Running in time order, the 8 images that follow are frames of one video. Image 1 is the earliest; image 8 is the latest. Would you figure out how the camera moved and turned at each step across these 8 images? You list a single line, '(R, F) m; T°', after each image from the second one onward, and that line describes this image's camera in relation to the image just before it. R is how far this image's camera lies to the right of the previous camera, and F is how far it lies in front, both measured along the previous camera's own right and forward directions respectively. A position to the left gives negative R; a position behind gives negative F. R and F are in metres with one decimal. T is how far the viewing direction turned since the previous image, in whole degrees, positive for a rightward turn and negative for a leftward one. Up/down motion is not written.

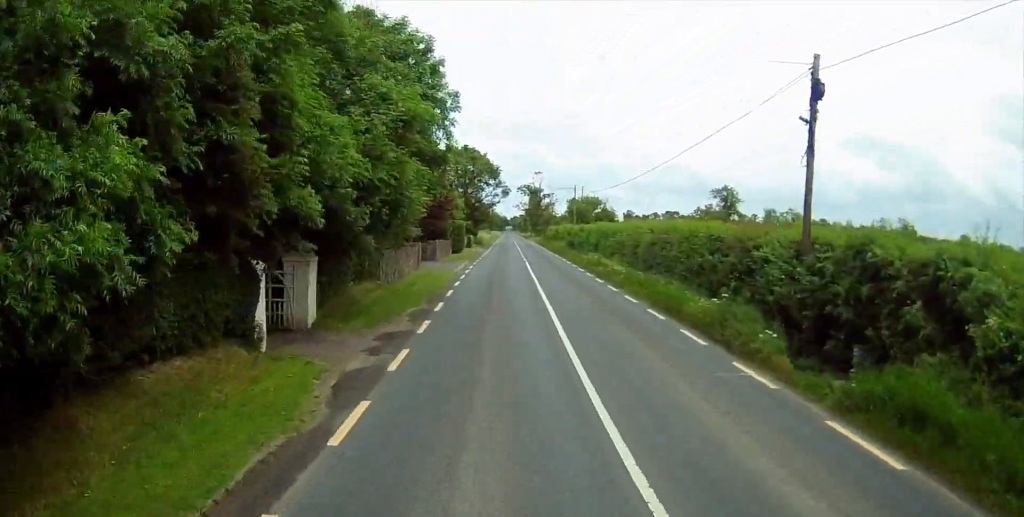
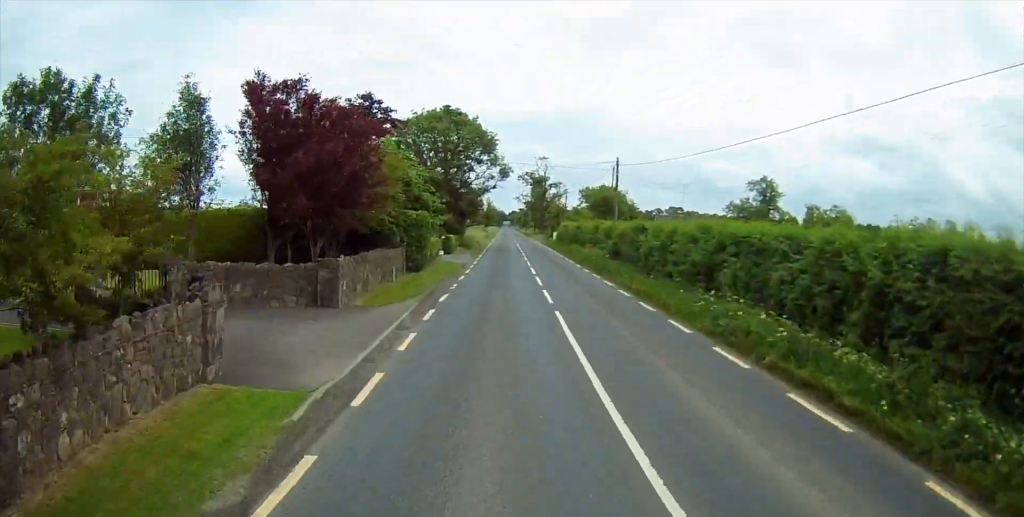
(-0.7, +25.5) m; -1°
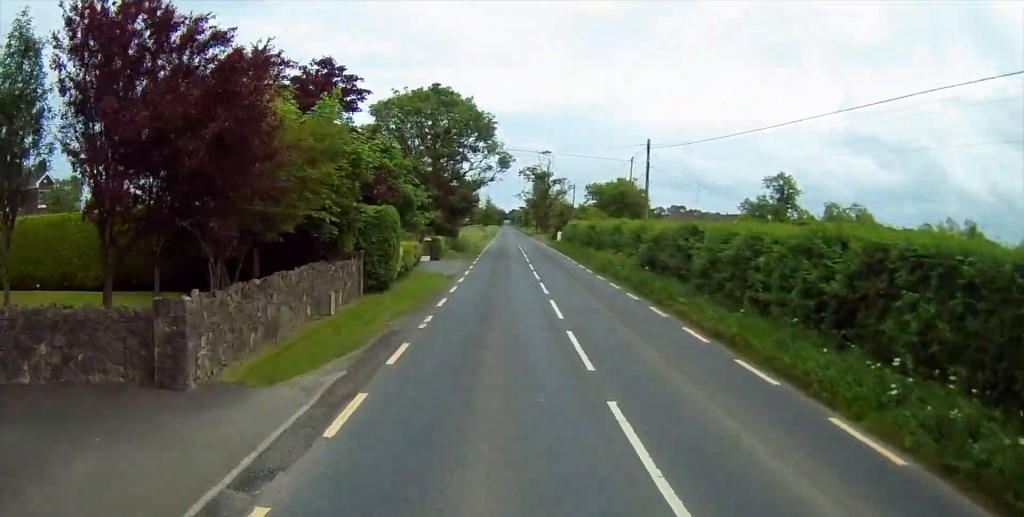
(+0.1, +9.2) m; 0°
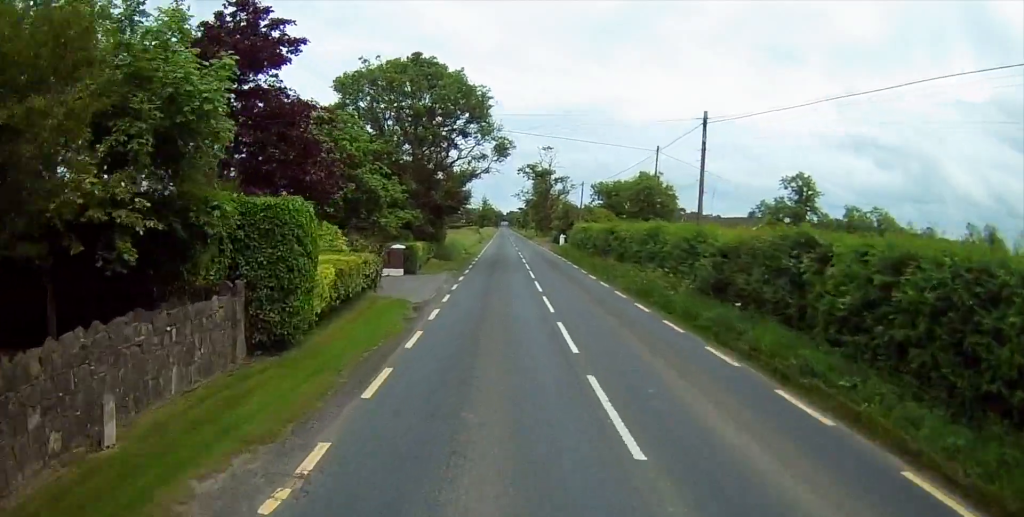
(0.0, +9.9) m; 0°
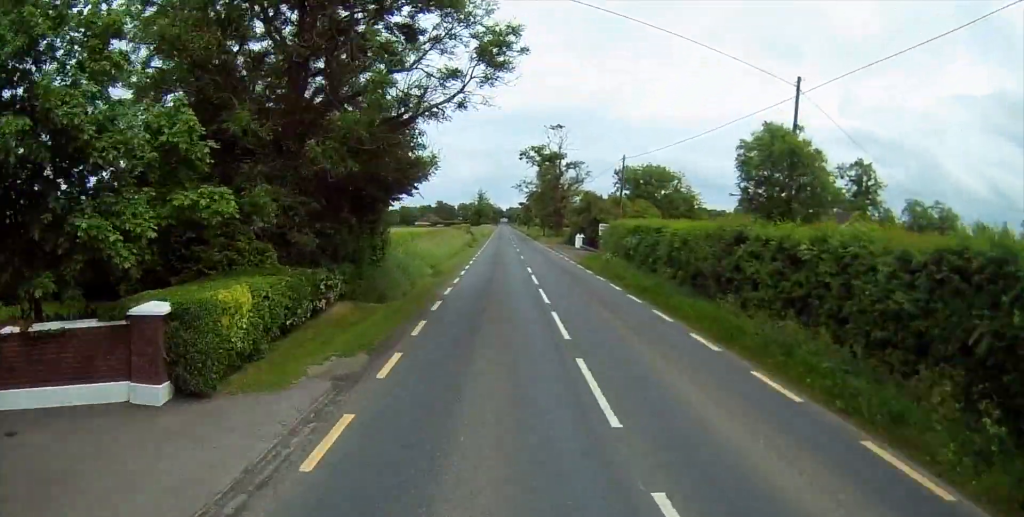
(0.0, +22.5) m; 0°
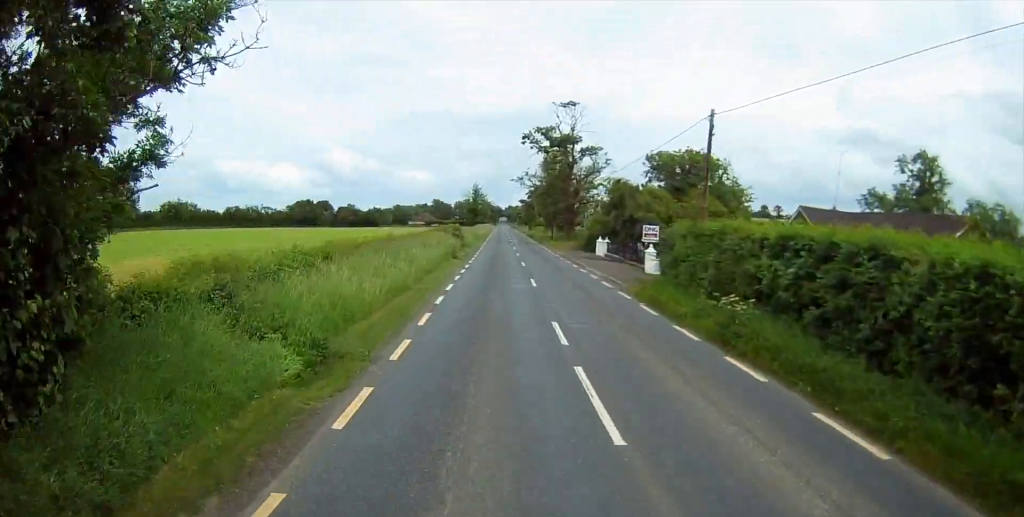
(0.0, +18.1) m; 0°
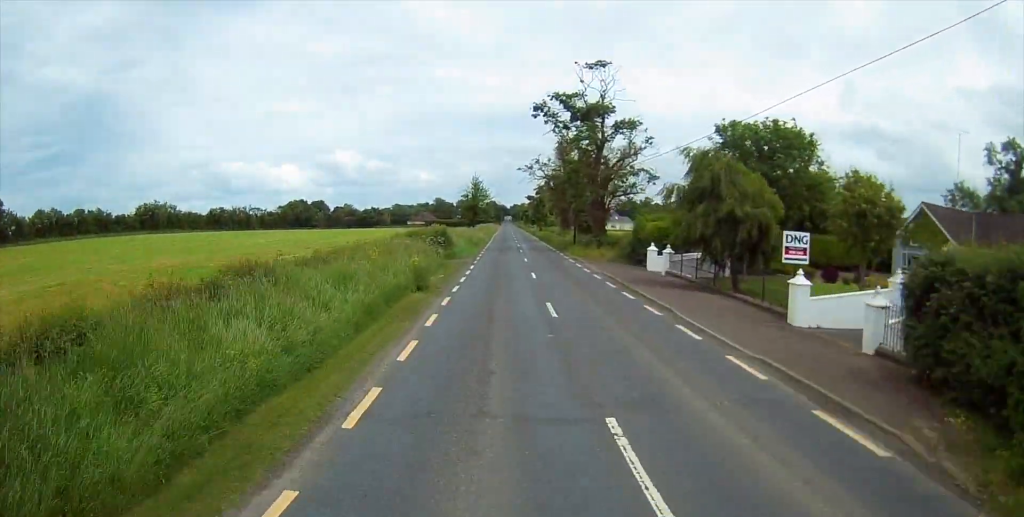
(+0.1, +19.4) m; 0°
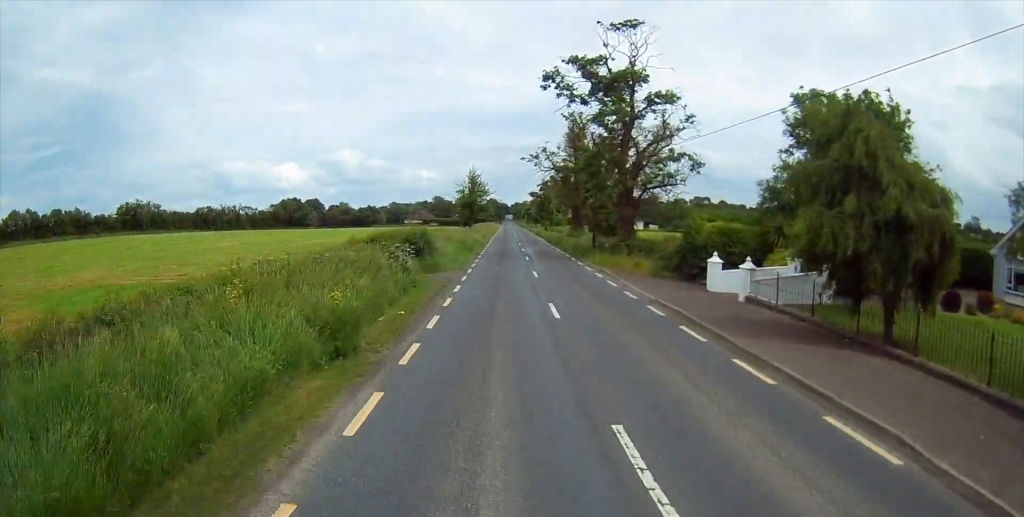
(0.0, +12.0) m; 0°
